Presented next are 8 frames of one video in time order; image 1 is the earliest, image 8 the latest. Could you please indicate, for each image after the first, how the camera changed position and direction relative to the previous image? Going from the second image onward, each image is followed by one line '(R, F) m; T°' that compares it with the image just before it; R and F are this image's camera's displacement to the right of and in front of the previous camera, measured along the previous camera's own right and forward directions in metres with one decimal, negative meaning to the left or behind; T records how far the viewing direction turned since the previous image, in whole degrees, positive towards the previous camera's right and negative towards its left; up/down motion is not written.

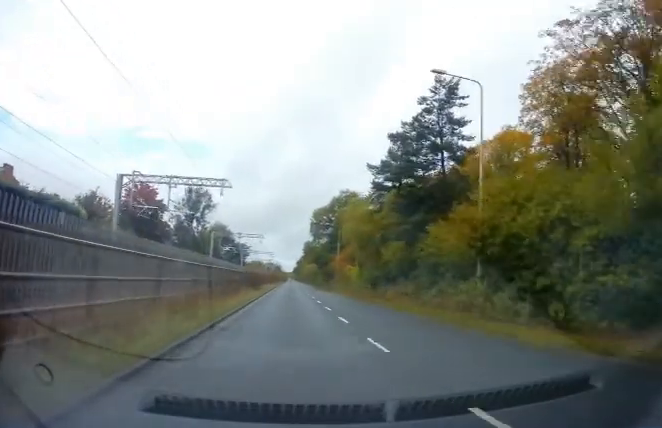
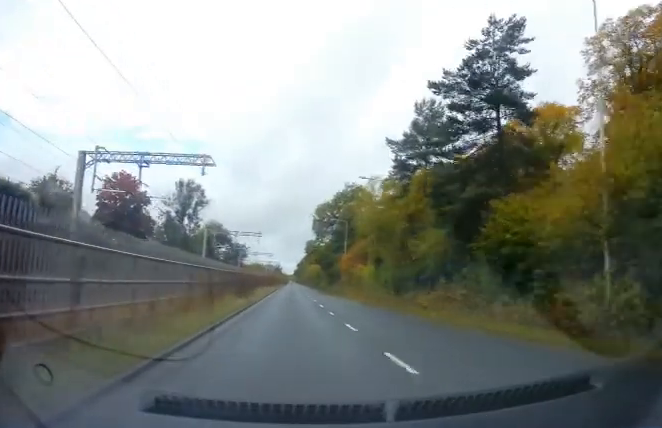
(+0.1, +8.3) m; -1°
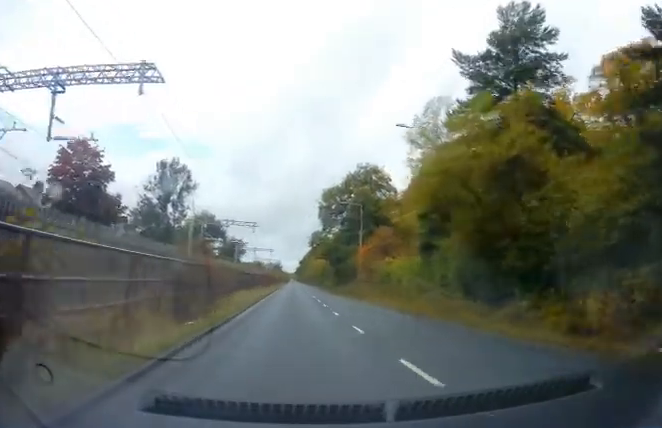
(-0.4, +13.4) m; 0°
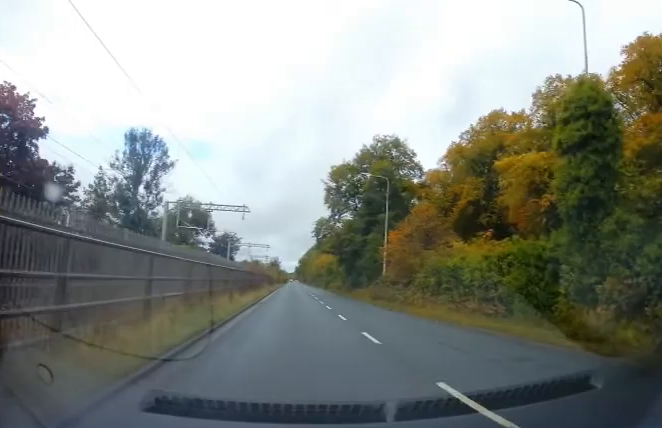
(+0.3, +14.1) m; +2°
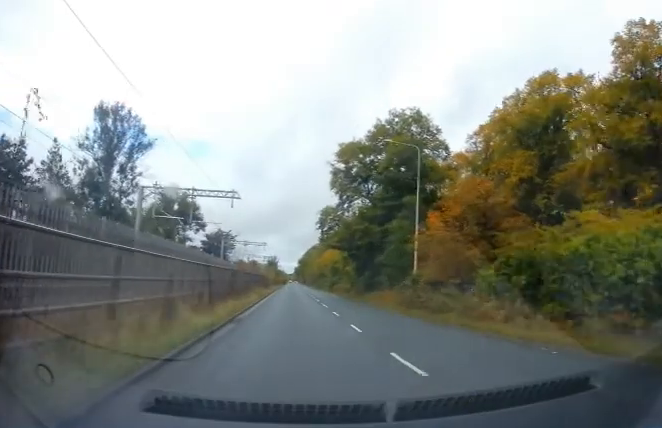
(+0.1, +9.6) m; 0°
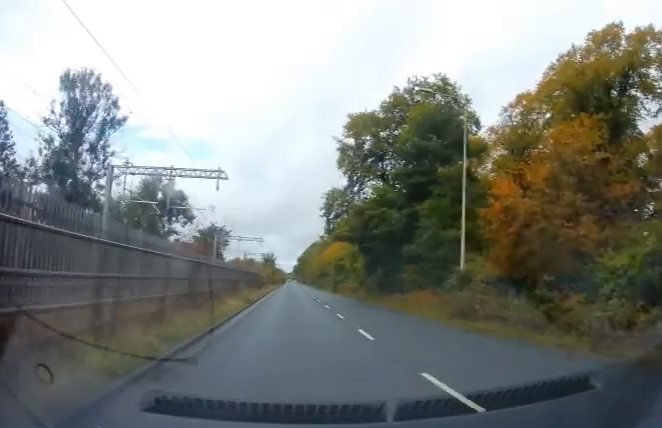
(0.0, +8.3) m; 0°
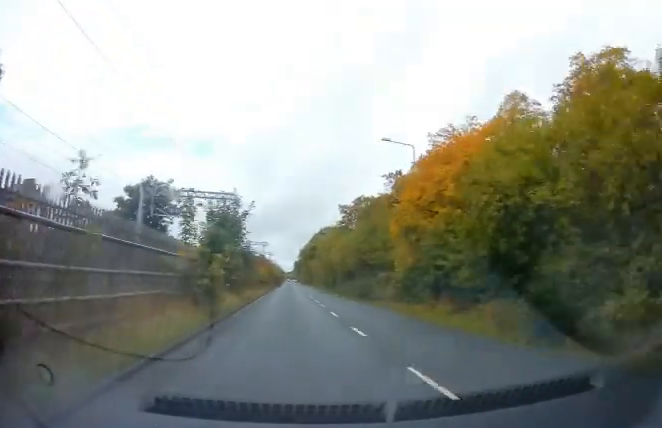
(-1.5, +48.6) m; -1°
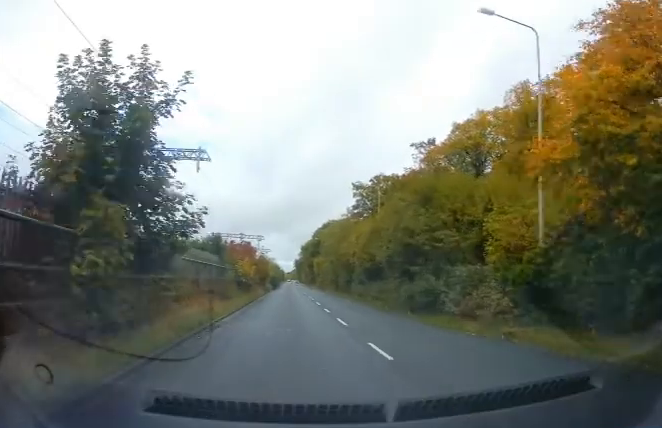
(+0.7, +15.1) m; +1°
